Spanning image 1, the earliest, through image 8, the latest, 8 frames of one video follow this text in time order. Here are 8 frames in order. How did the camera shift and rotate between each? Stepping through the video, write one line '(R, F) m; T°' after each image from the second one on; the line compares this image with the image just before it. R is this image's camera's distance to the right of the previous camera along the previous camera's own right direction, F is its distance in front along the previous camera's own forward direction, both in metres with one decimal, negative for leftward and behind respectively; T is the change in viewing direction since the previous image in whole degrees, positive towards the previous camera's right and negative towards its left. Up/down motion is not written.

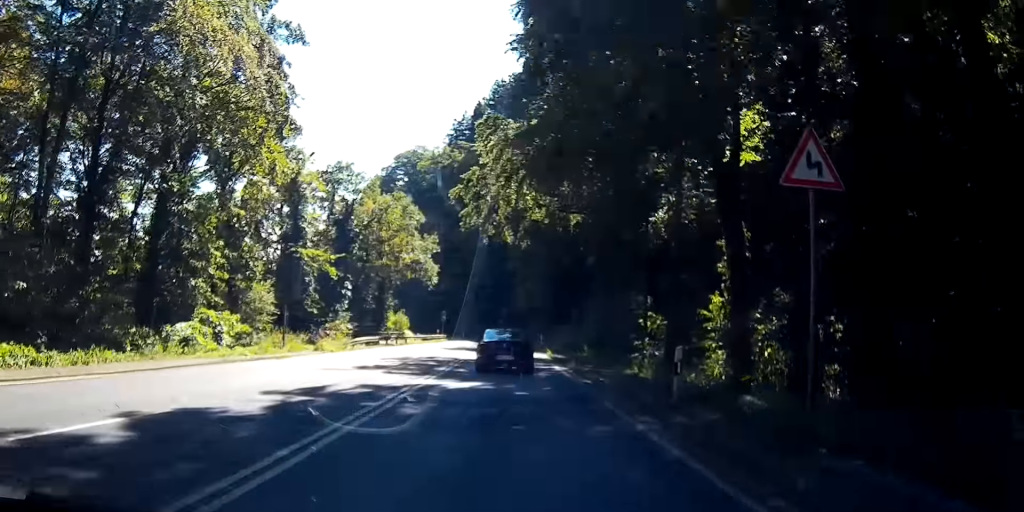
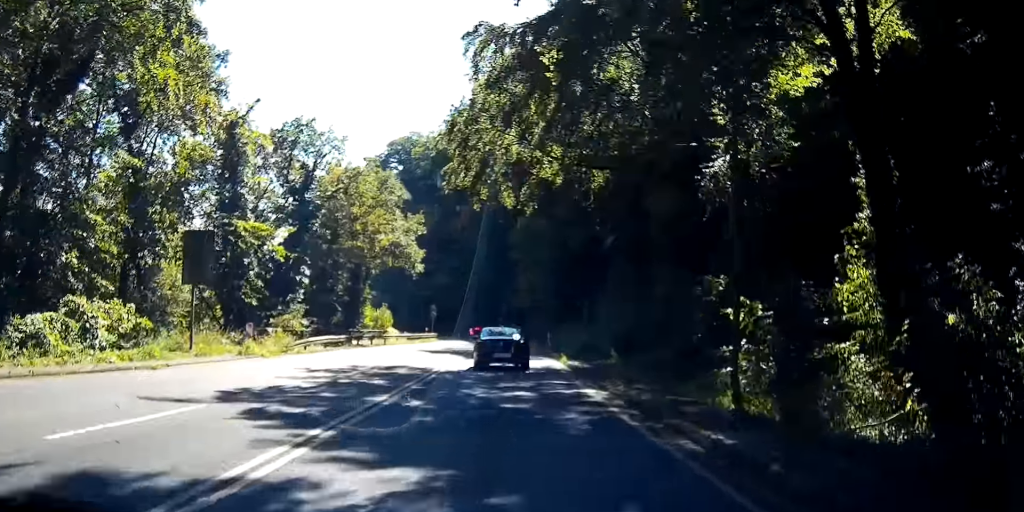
(+0.1, +12.5) m; +2°
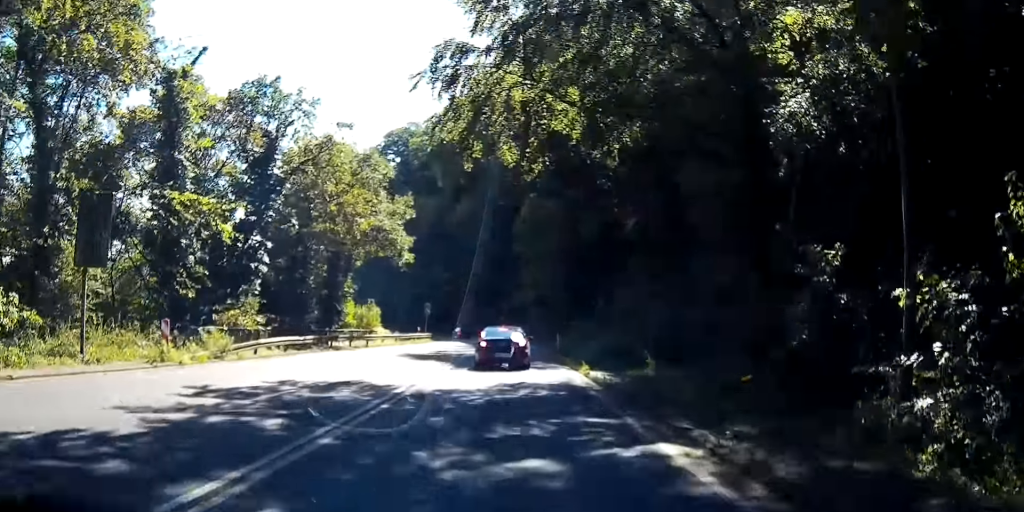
(0.0, +8.5) m; +2°
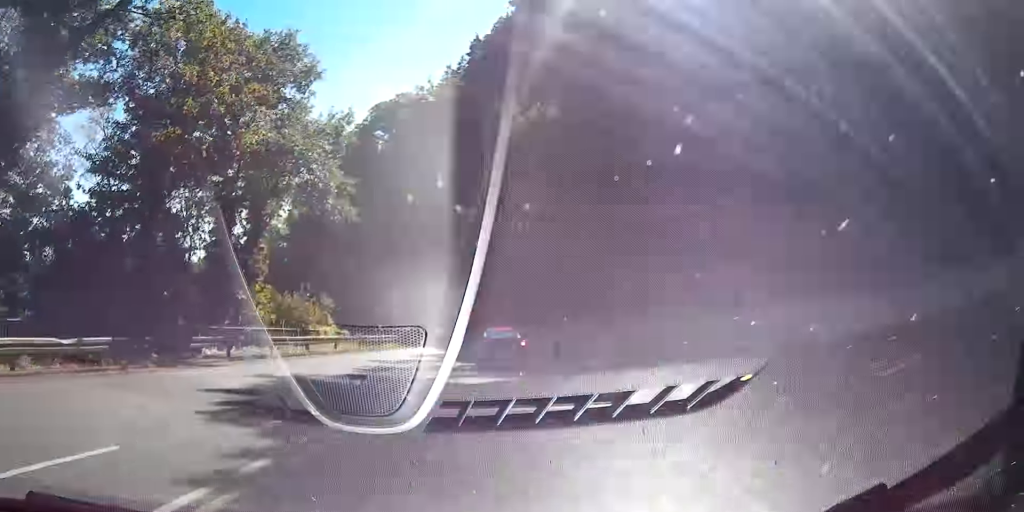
(+1.6, +21.8) m; +5°
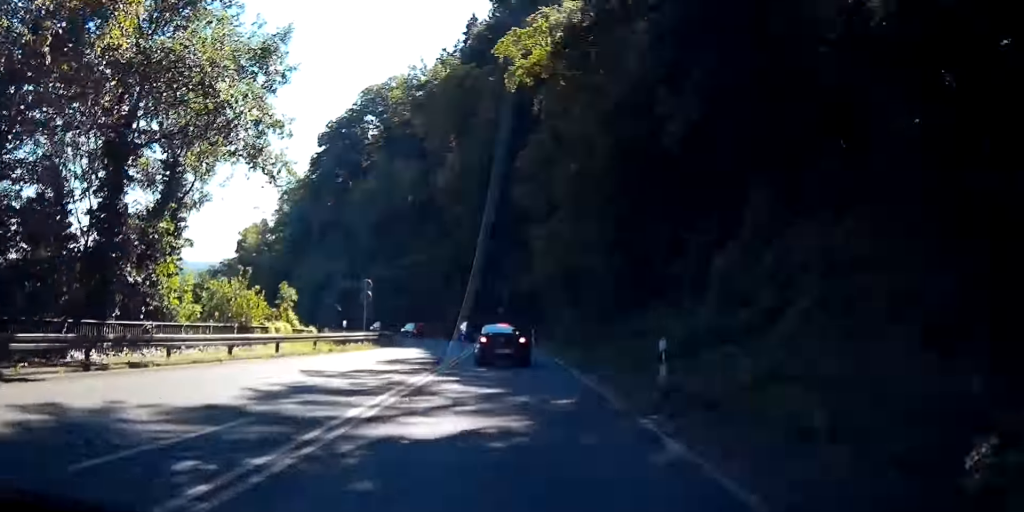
(0.0, +9.6) m; -1°
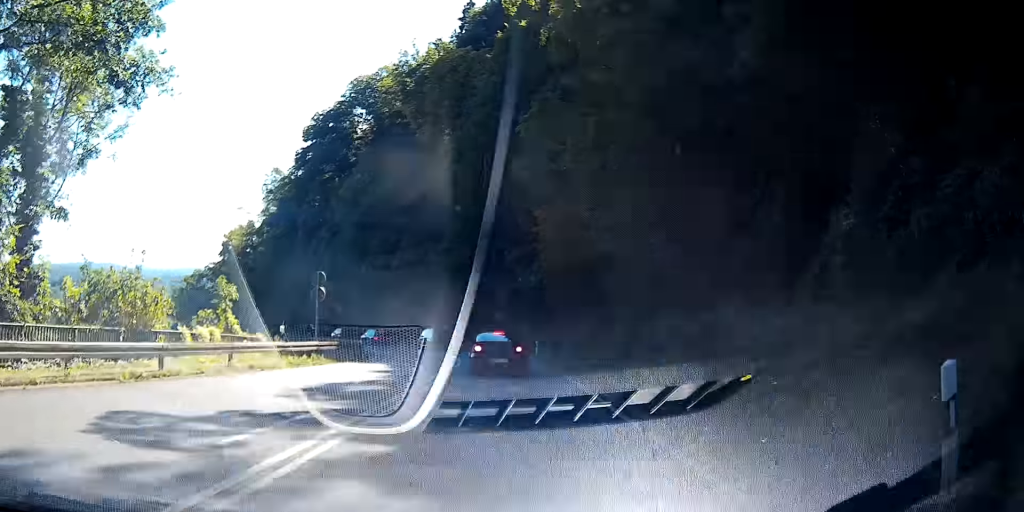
(-0.1, +9.8) m; -3°
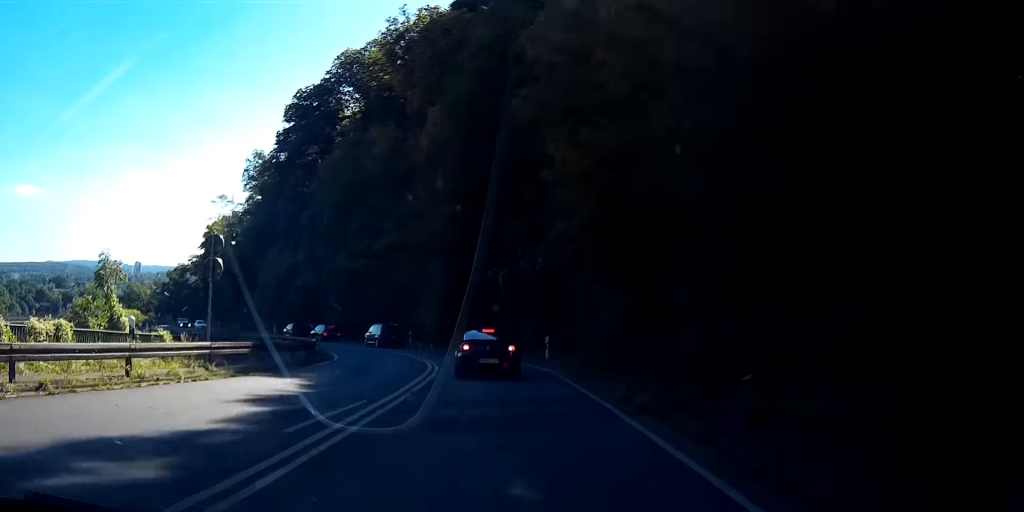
(-0.3, +10.5) m; -4°
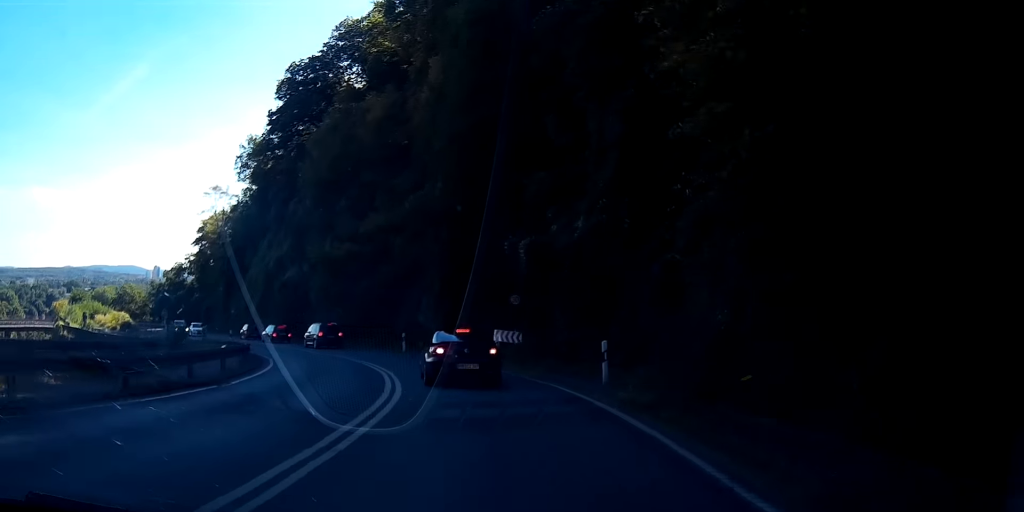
(-0.7, +11.7) m; -5°
